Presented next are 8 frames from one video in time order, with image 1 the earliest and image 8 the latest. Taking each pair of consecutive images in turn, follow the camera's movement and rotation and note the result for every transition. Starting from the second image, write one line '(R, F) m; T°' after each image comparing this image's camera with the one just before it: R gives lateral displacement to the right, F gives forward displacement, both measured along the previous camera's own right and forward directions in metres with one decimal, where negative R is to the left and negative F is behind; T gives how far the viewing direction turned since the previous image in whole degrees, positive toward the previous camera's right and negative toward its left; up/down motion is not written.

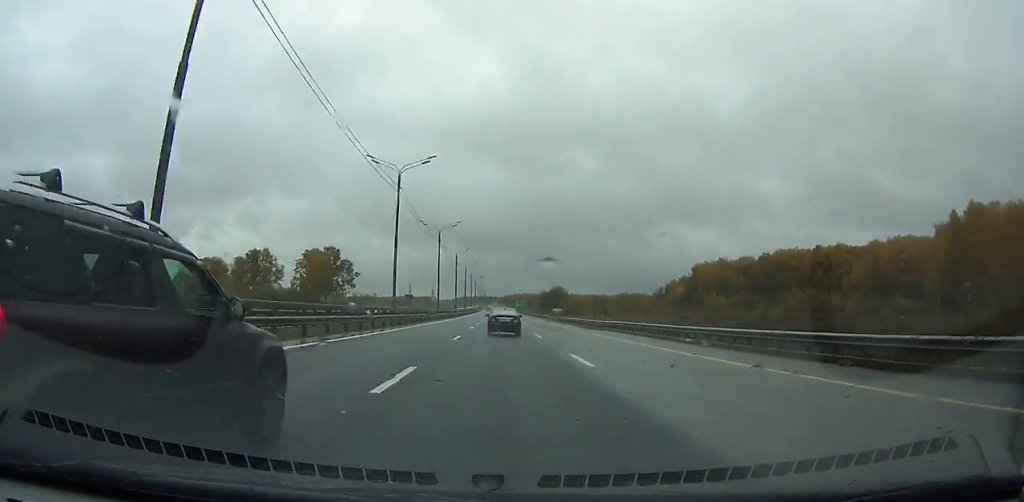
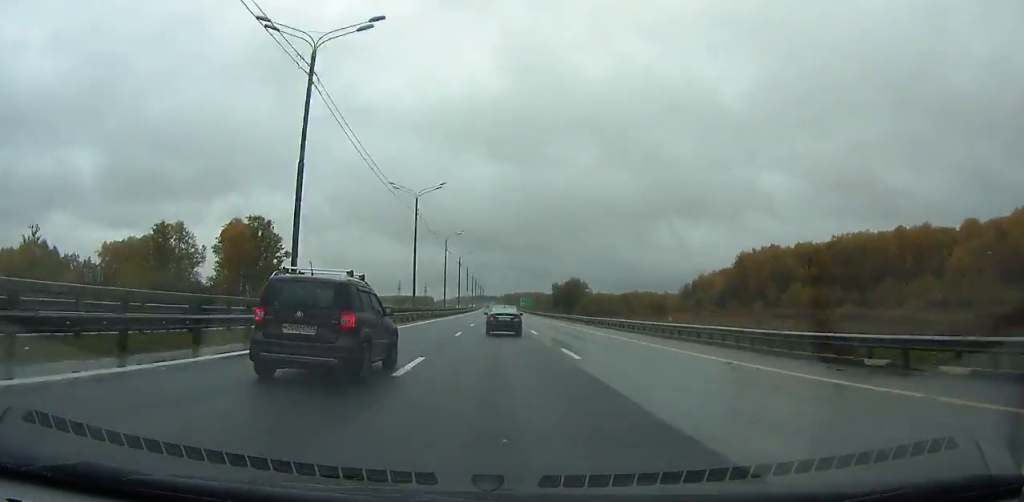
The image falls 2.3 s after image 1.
(-0.2, +60.6) m; 0°
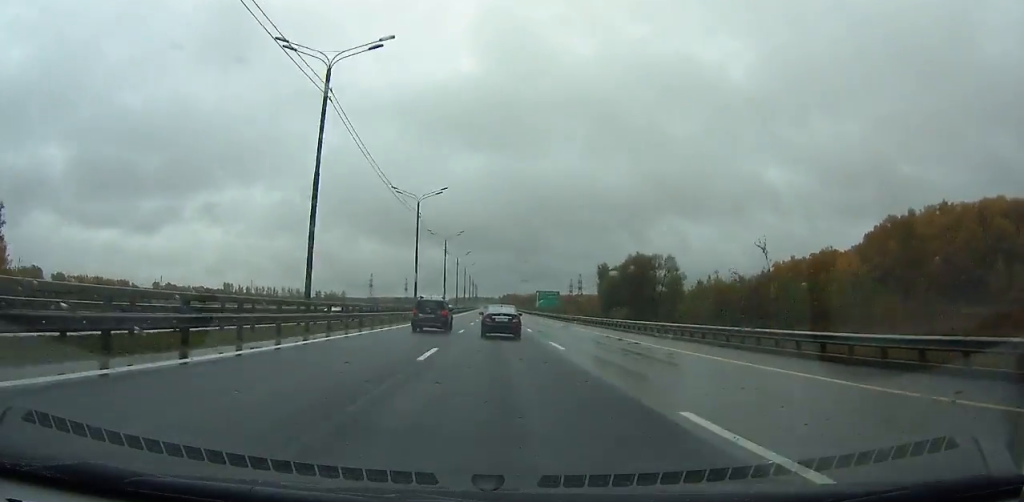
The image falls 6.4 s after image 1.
(-0.1, +106.2) m; 0°
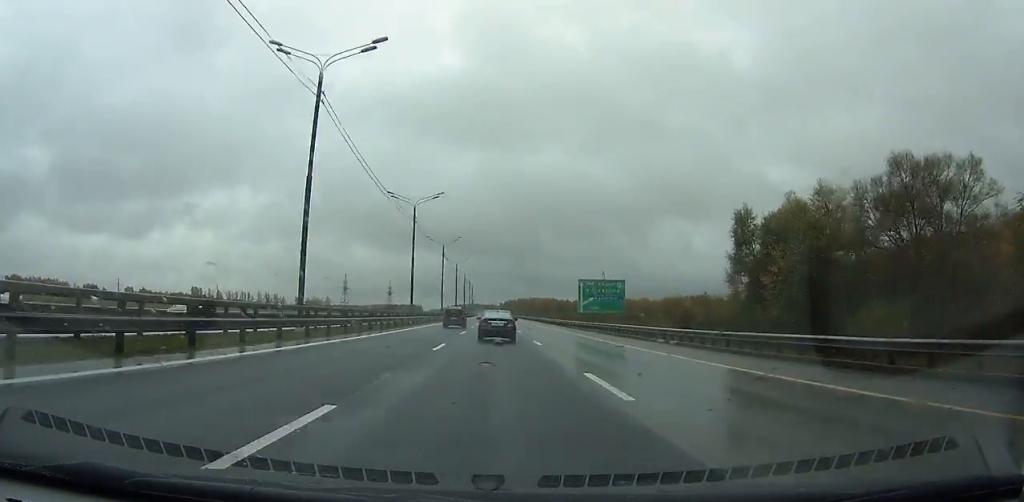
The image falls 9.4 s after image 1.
(+0.2, +75.4) m; 0°
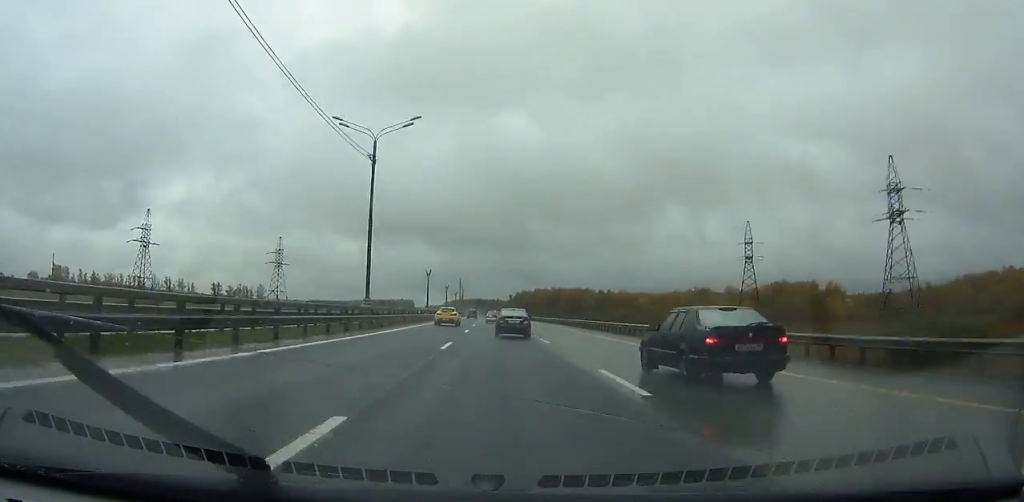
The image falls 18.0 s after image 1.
(-0.5, +208.4) m; -1°
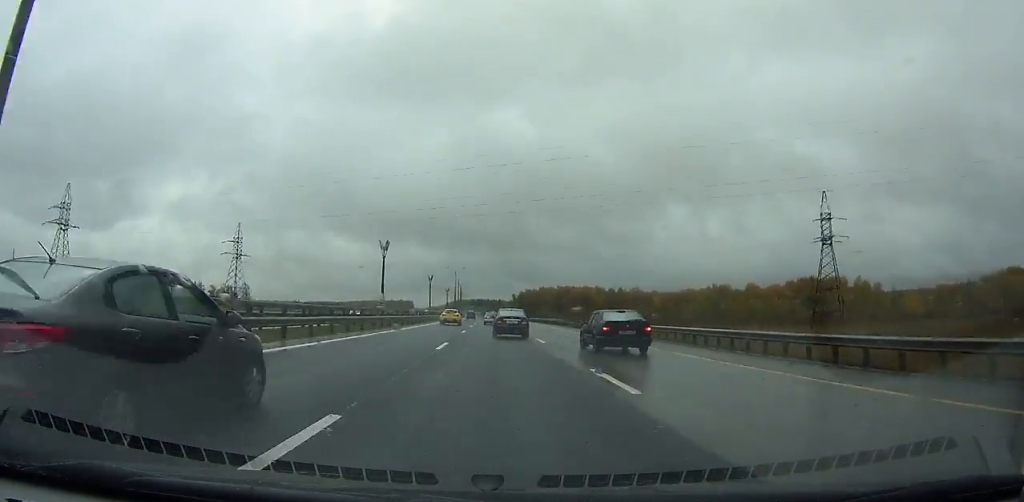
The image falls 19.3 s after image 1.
(-0.1, +30.8) m; 0°
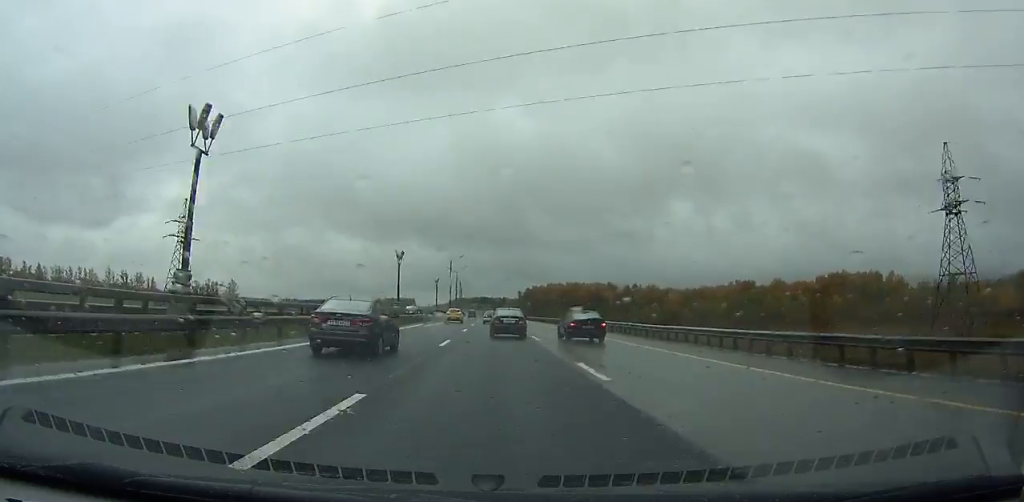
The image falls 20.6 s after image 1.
(0.0, +30.8) m; 0°
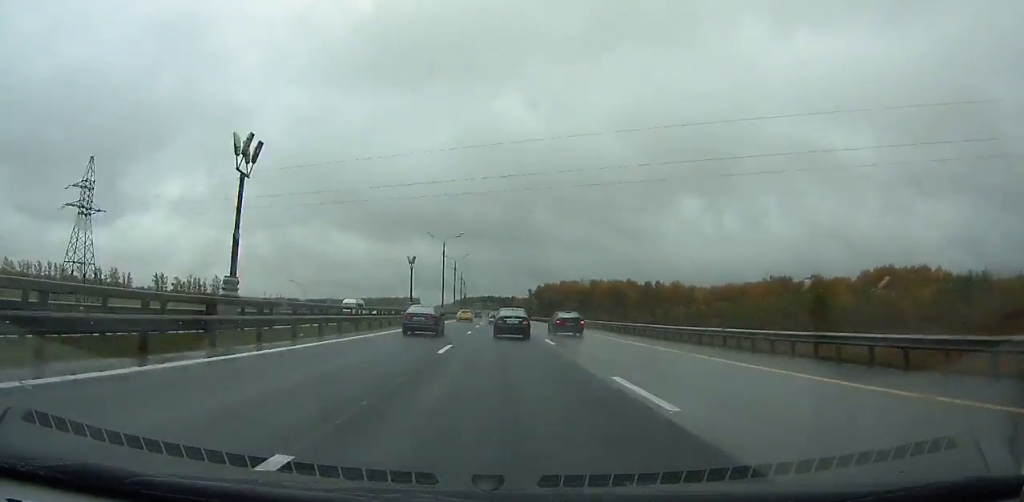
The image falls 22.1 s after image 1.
(-0.1, +35.3) m; 0°
